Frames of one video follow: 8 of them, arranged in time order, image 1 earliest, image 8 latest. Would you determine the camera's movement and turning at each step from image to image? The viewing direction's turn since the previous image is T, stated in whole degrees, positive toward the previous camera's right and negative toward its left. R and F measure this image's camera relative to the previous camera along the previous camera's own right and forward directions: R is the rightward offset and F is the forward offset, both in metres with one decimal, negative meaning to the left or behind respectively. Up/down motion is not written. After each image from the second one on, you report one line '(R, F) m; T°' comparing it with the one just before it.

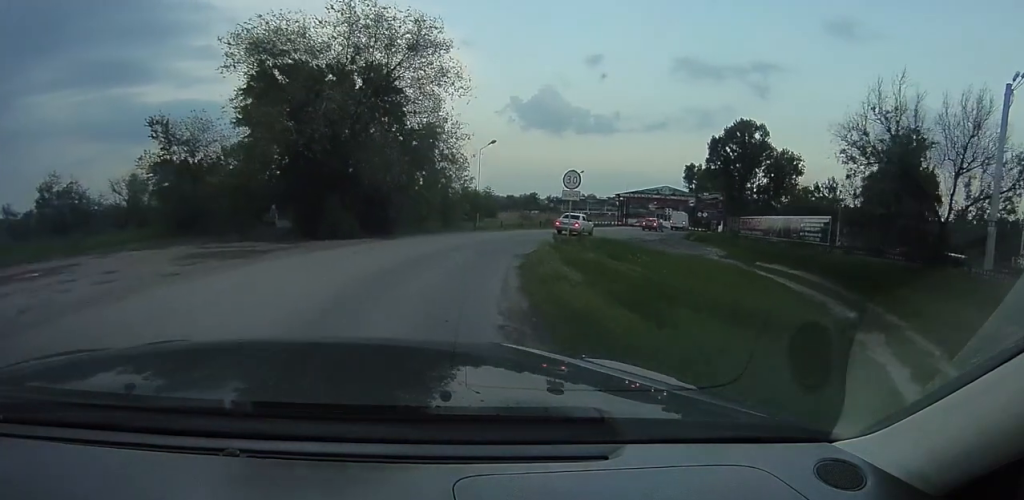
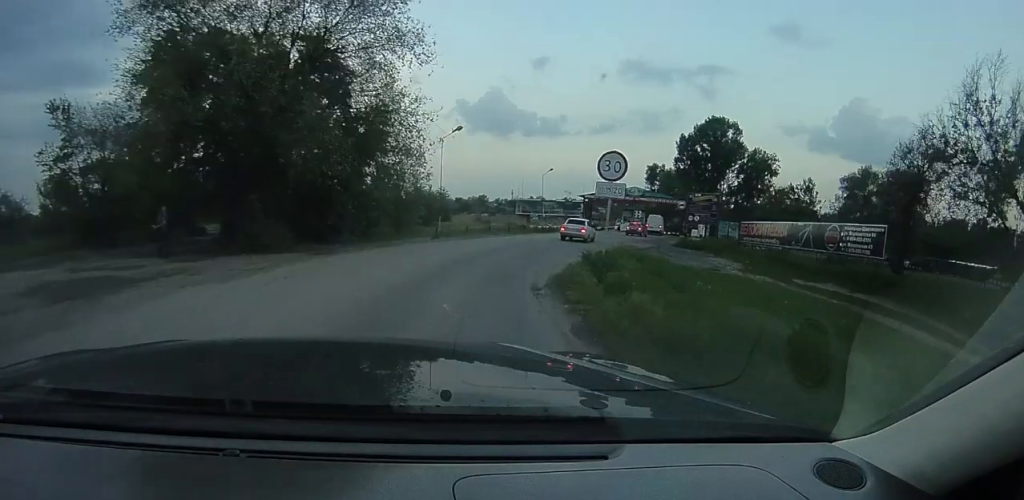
(+0.2, +8.0) m; +4°
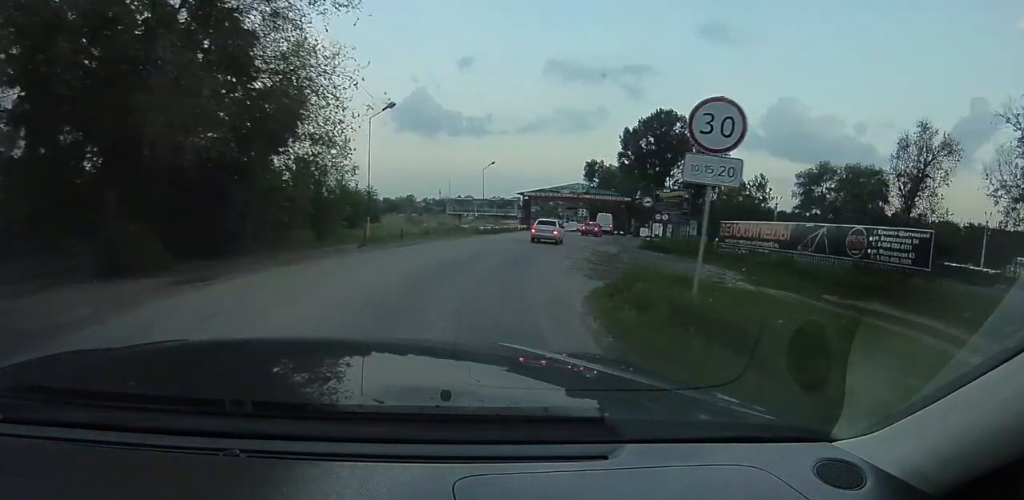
(-0.1, +7.0) m; +4°
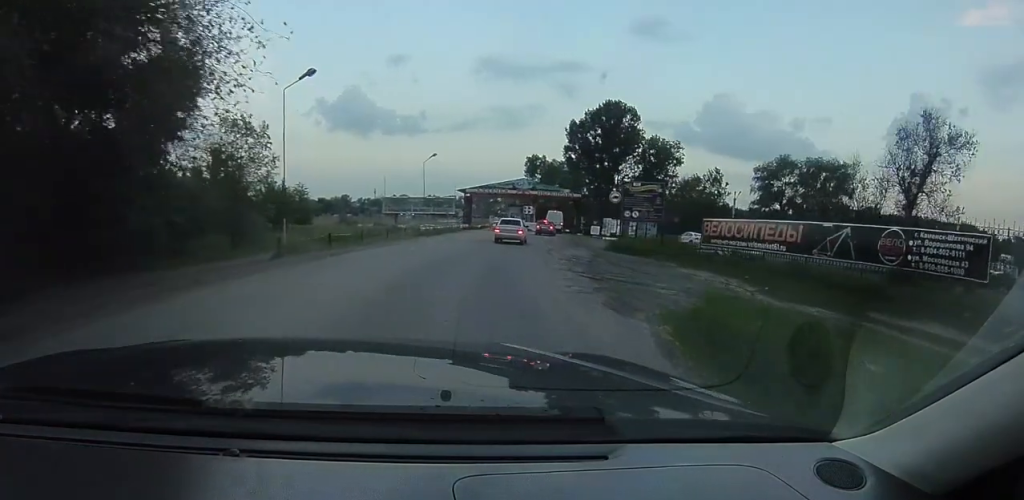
(+0.5, +5.7) m; +7°
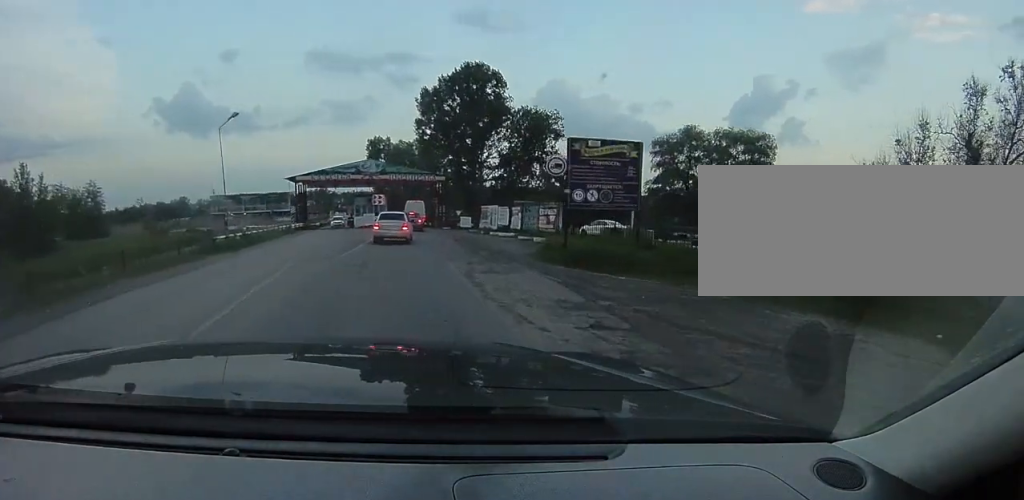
(+3.8, +17.0) m; +21°
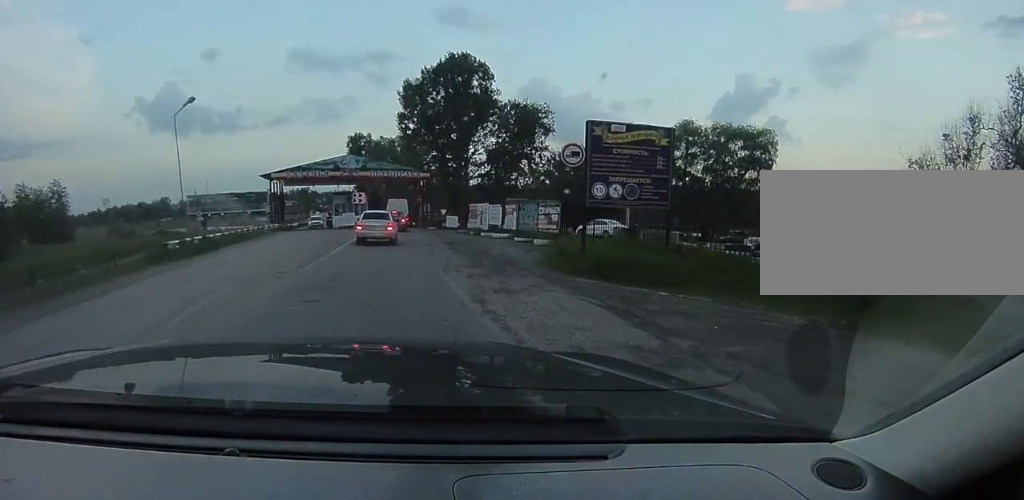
(+0.3, +4.3) m; +1°
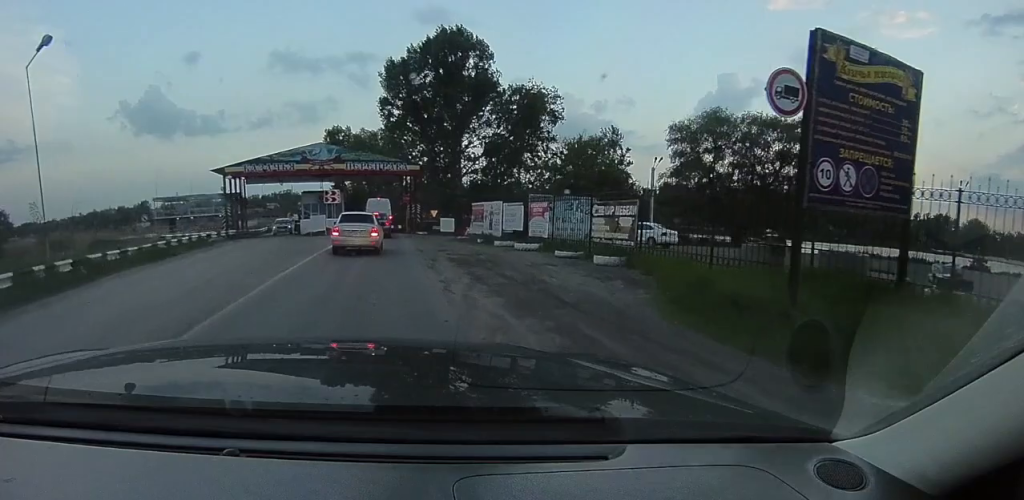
(-0.2, +11.0) m; -1°
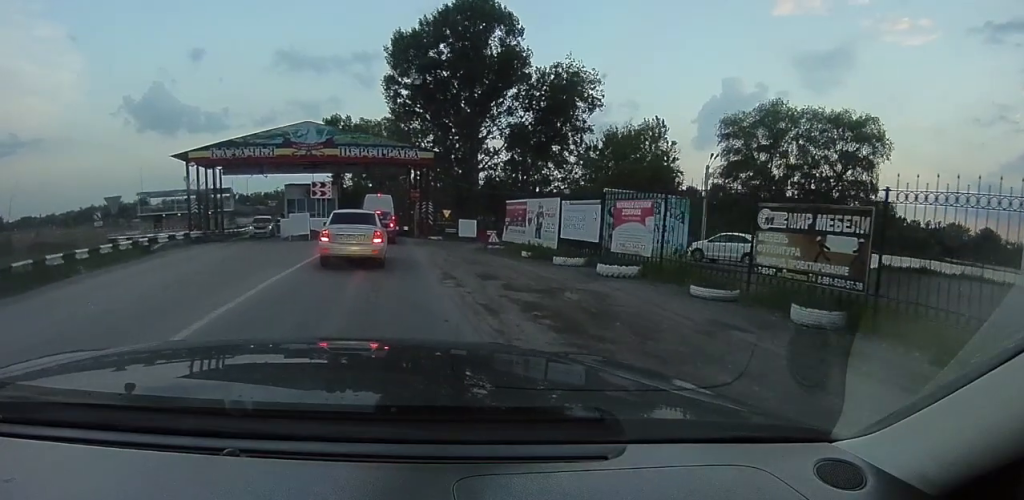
(+0.5, +6.9) m; +10°
